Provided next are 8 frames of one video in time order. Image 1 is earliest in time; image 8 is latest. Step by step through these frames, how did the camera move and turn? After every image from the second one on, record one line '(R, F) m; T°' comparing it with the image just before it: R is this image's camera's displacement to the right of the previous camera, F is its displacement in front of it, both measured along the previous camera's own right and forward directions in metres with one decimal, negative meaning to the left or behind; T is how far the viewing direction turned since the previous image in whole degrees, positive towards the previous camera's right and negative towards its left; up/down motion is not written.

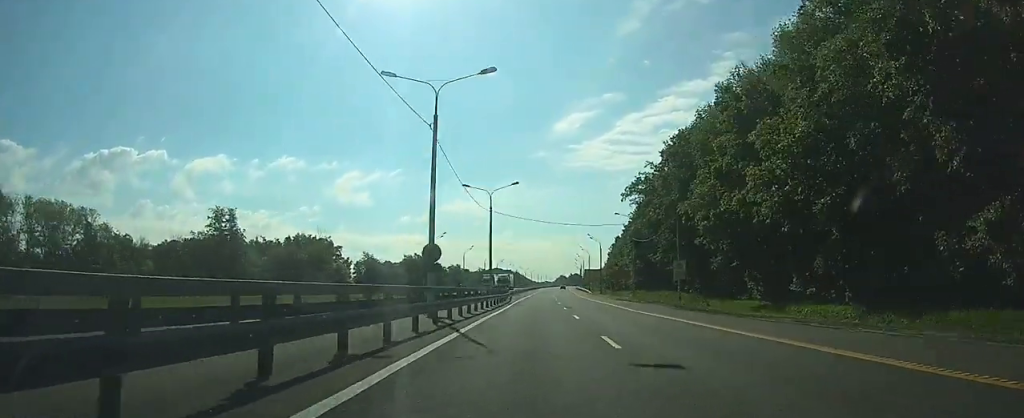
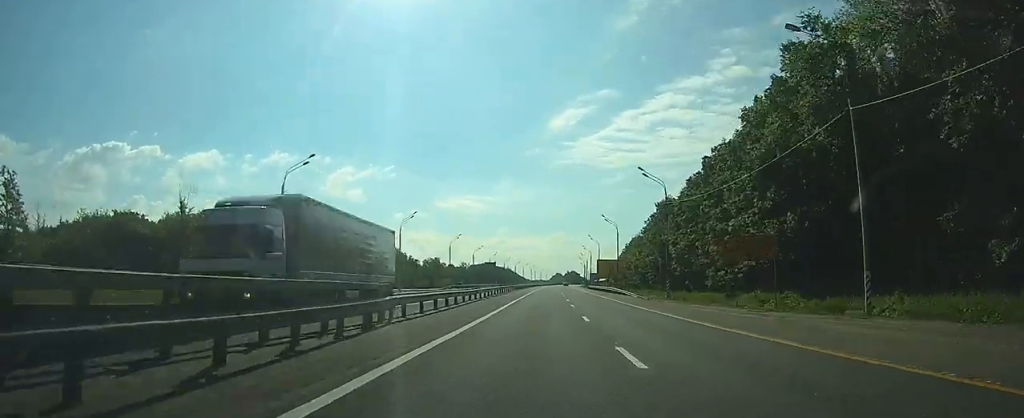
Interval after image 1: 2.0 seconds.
(+0.5, +62.5) m; +1°
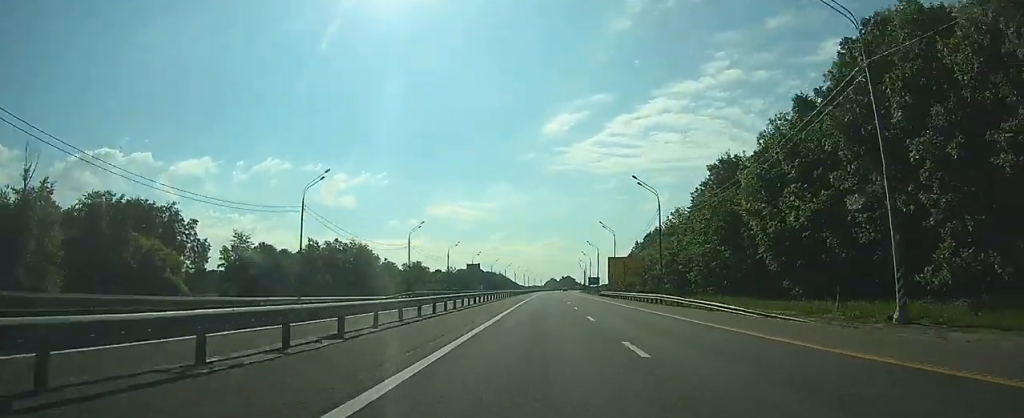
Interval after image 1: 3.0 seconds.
(+0.2, +33.8) m; 0°
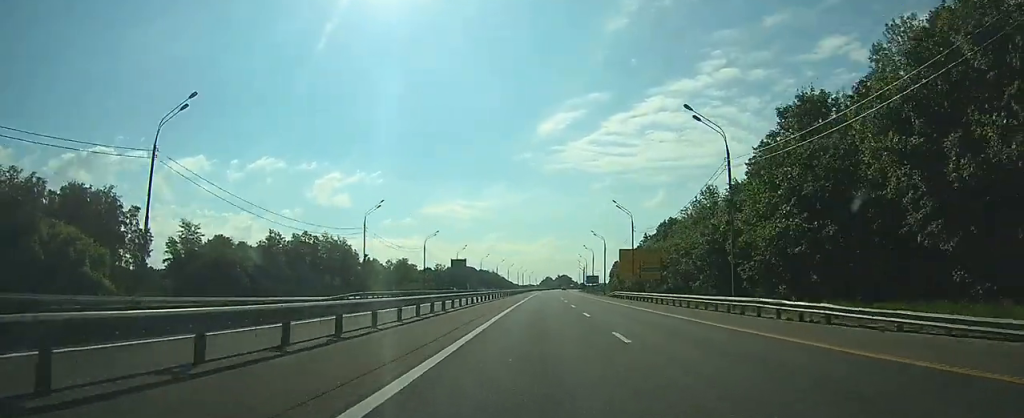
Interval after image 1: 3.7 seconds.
(0.0, +21.1) m; 0°
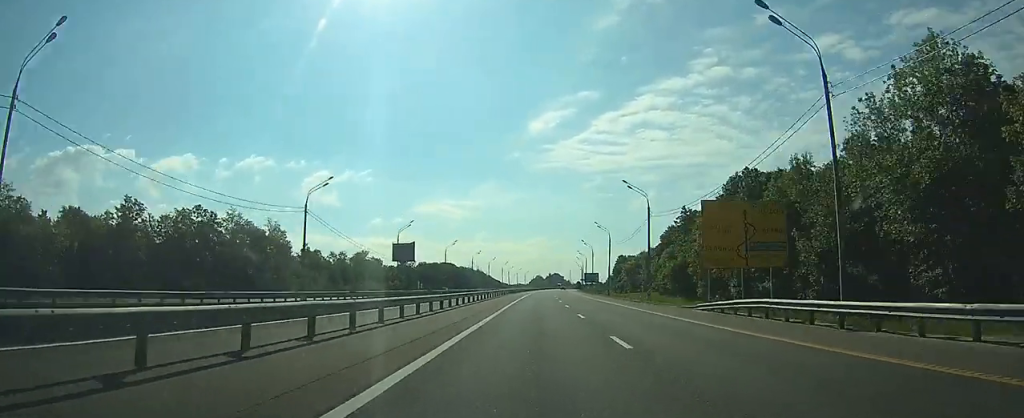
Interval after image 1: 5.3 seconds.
(+0.4, +49.6) m; +1°
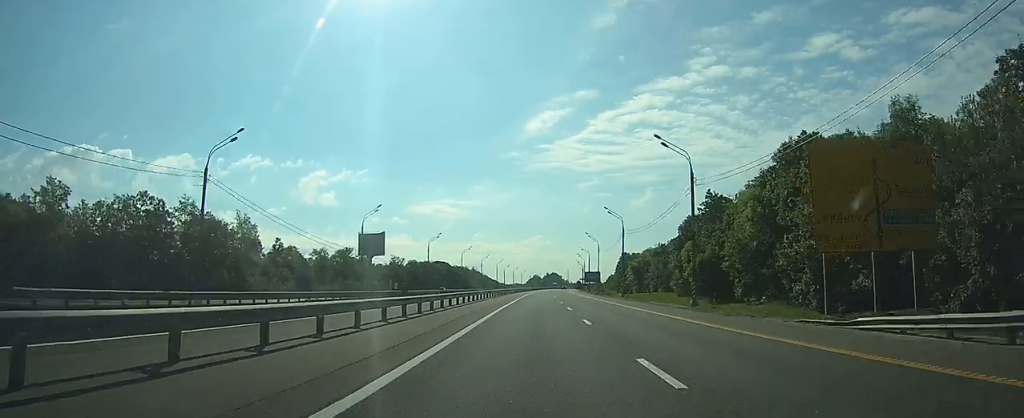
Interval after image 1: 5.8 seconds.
(+0.1, +16.9) m; 0°
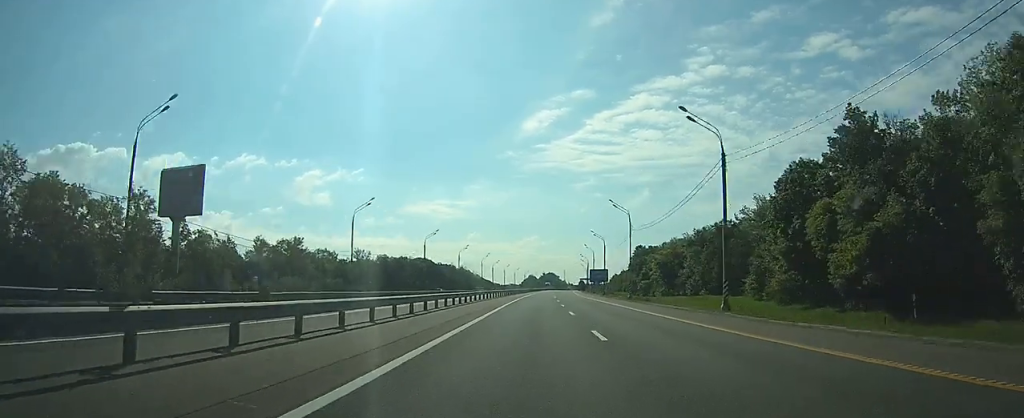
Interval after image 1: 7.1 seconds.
(+0.3, +42.4) m; +1°
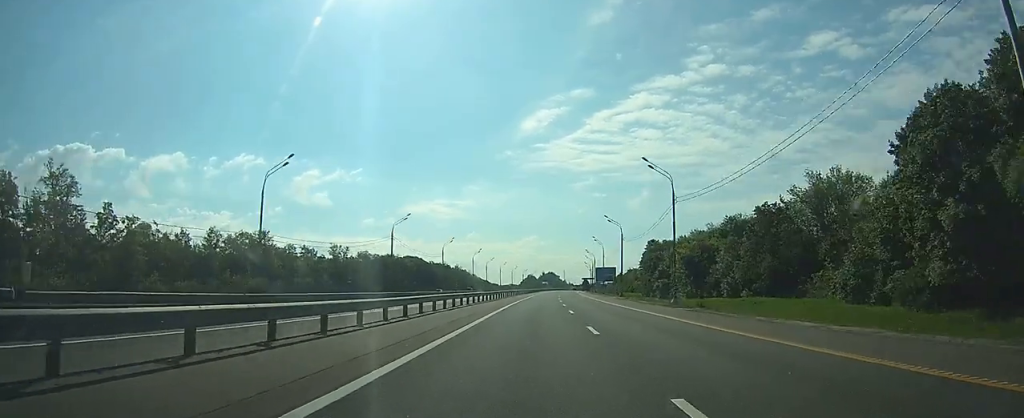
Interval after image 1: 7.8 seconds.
(+0.2, +22.3) m; 0°
